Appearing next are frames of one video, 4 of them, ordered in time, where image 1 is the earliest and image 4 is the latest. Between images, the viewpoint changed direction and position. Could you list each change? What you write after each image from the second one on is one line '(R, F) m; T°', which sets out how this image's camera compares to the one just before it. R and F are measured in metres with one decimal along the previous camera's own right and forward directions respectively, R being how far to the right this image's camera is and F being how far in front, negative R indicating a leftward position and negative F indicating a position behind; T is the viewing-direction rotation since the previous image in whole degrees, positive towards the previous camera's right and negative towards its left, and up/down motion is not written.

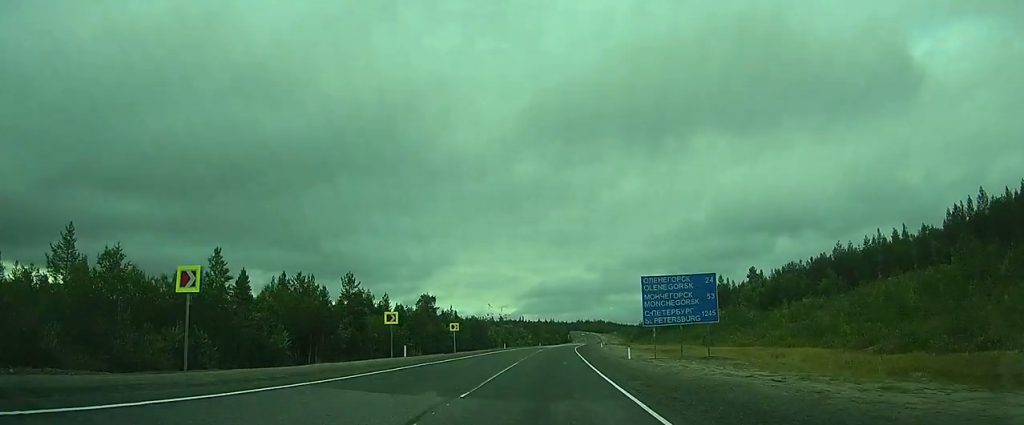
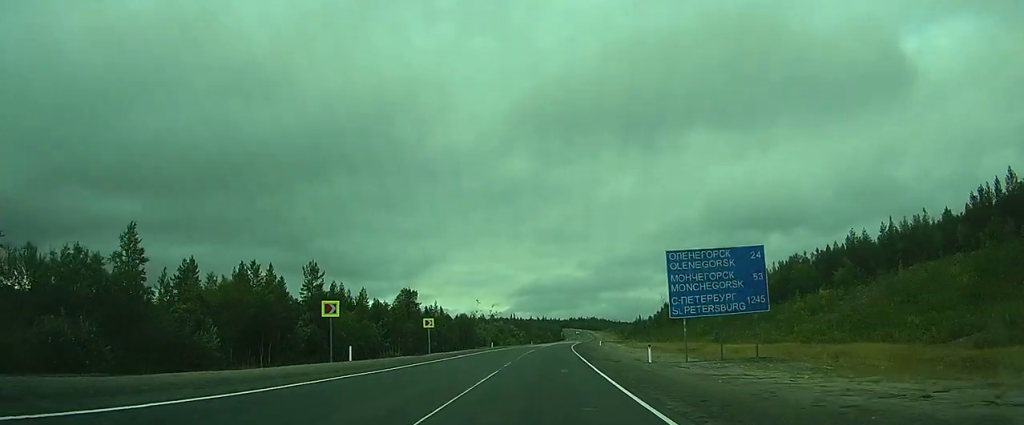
(0.0, +9.0) m; +1°
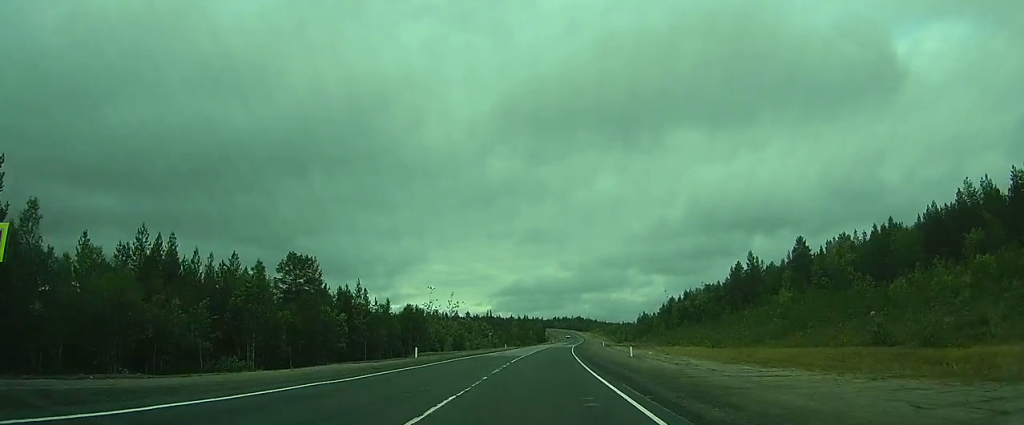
(+1.2, +37.6) m; +5°
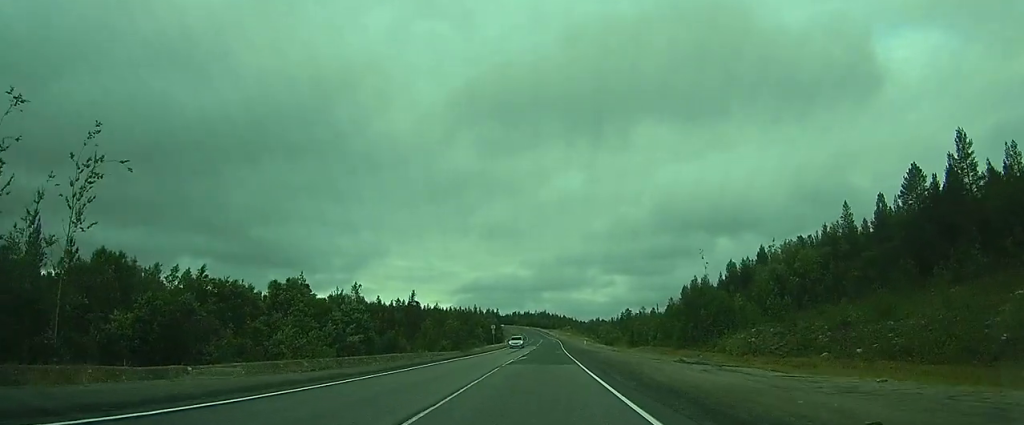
(+8.4, +83.2) m; +7°
